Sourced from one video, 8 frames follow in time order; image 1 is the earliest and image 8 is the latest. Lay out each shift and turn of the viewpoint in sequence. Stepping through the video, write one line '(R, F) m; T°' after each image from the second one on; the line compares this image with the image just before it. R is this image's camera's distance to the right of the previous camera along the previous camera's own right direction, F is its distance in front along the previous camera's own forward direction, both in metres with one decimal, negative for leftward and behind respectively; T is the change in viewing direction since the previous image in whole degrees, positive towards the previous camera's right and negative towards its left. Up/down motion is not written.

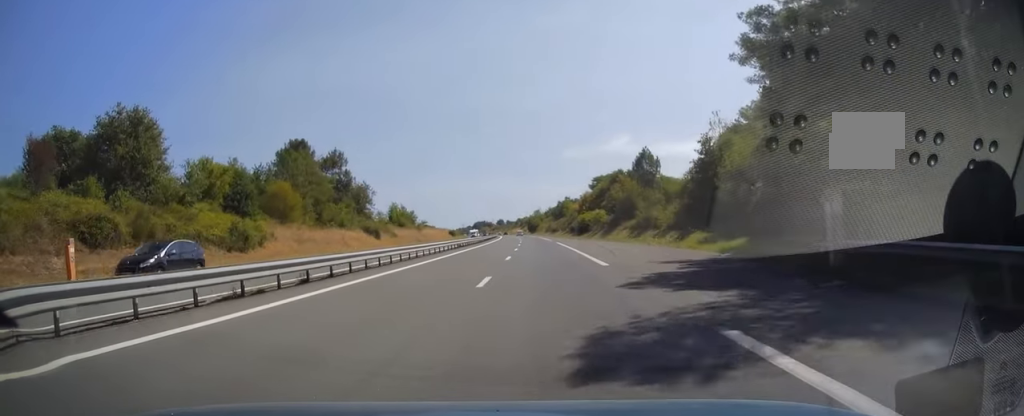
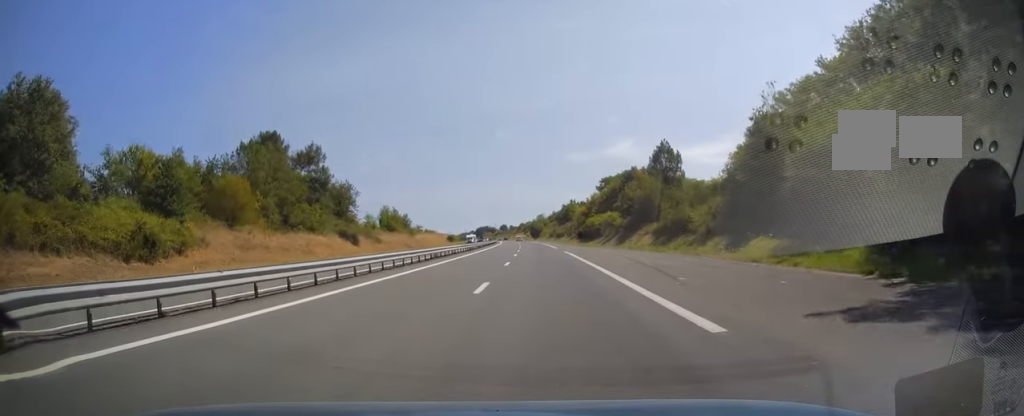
(0.0, +13.3) m; 0°
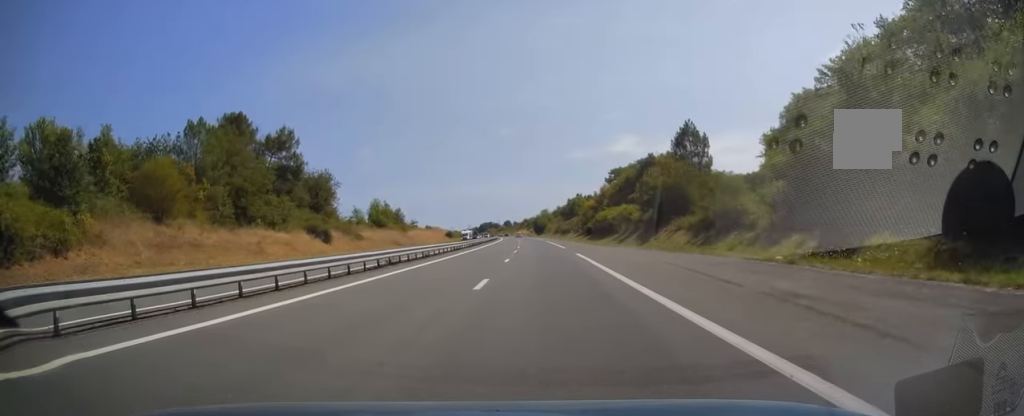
(0.0, +12.9) m; 0°
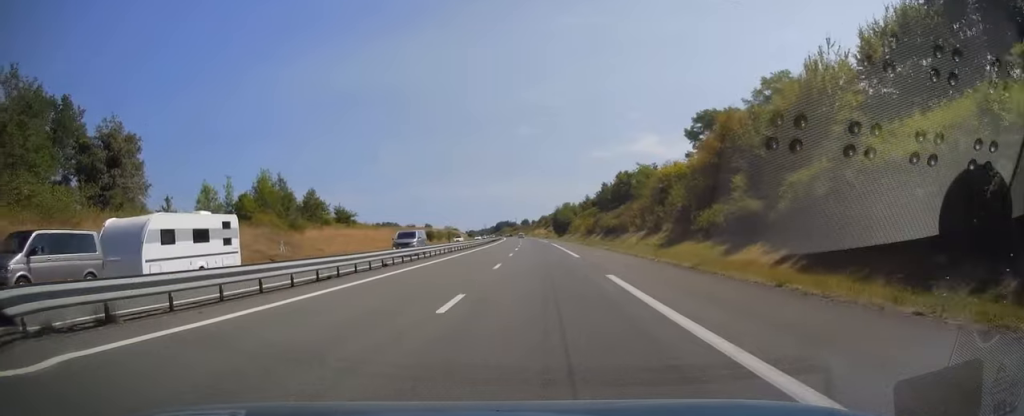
(-1.3, +72.7) m; -2°
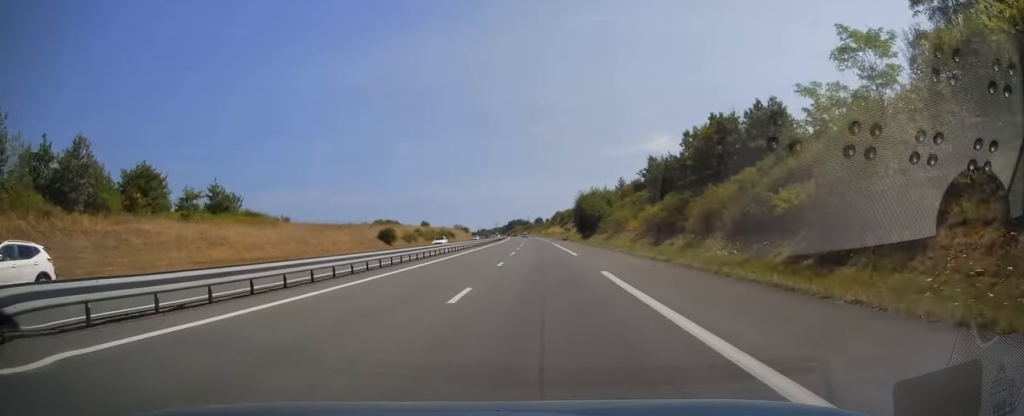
(-0.3, +49.7) m; -1°
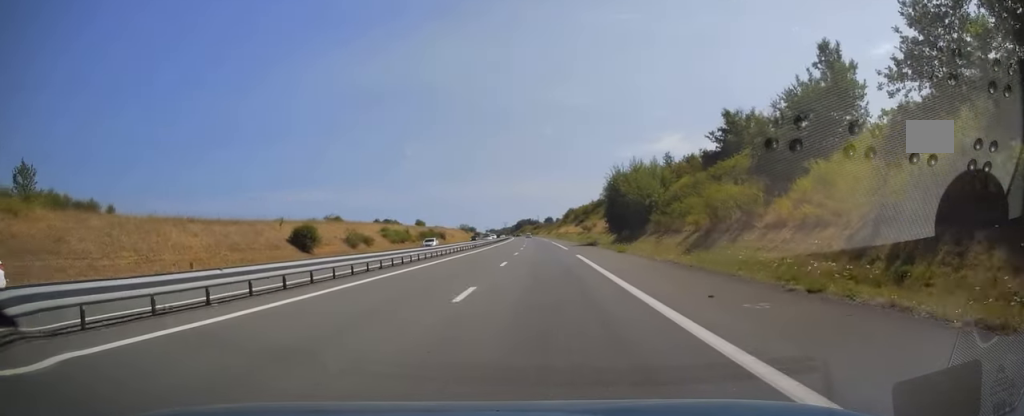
(-0.3, +35.8) m; -1°
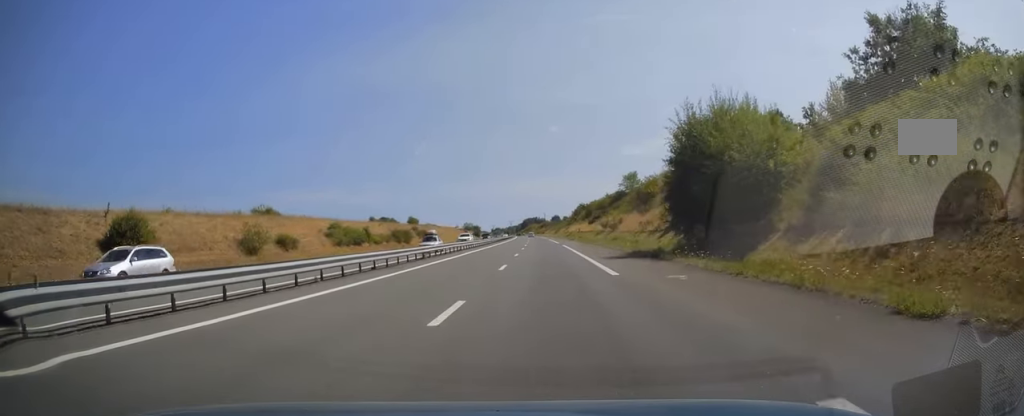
(-0.2, +28.4) m; -1°
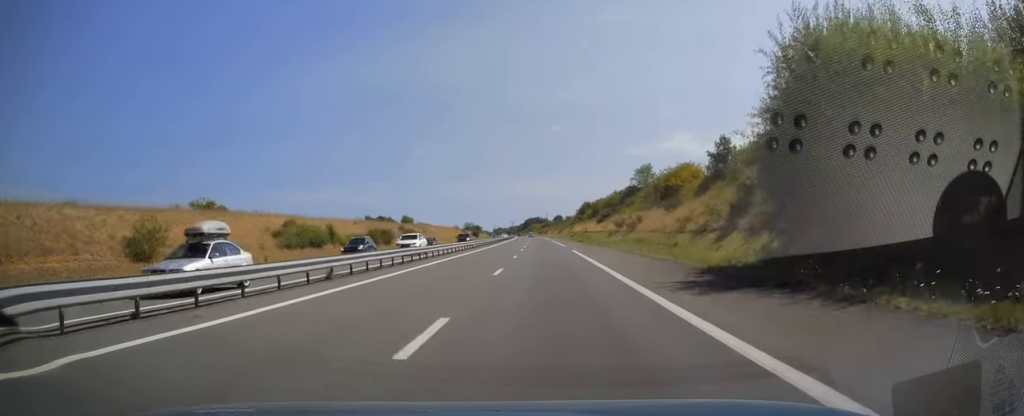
(-0.1, +14.8) m; 0°
